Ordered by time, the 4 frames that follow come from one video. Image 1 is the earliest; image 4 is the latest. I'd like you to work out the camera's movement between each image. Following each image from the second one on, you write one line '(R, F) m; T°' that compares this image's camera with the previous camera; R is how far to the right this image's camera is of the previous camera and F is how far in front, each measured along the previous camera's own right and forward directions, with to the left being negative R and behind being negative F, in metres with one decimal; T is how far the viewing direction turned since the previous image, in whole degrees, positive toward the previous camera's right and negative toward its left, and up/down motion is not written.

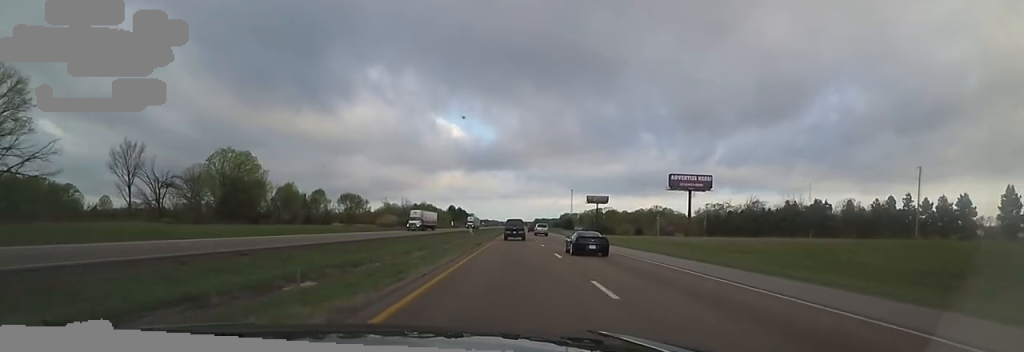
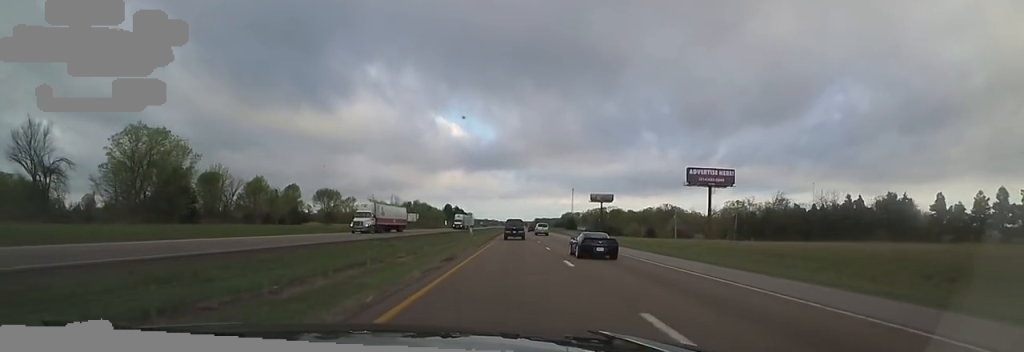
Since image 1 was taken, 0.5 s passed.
(0.0, +16.7) m; 0°
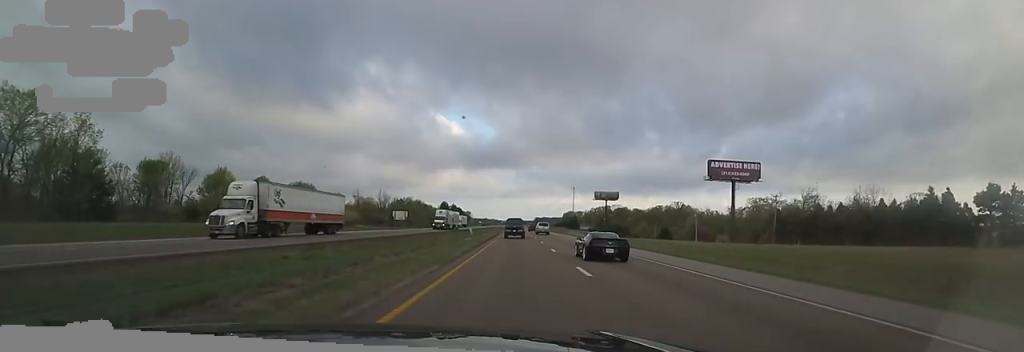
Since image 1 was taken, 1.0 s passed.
(0.0, +15.6) m; 0°
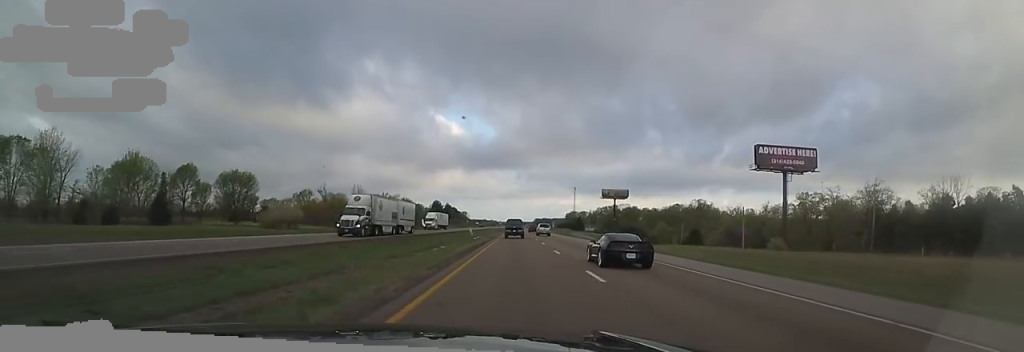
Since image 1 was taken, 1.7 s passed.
(0.0, +25.7) m; 0°
